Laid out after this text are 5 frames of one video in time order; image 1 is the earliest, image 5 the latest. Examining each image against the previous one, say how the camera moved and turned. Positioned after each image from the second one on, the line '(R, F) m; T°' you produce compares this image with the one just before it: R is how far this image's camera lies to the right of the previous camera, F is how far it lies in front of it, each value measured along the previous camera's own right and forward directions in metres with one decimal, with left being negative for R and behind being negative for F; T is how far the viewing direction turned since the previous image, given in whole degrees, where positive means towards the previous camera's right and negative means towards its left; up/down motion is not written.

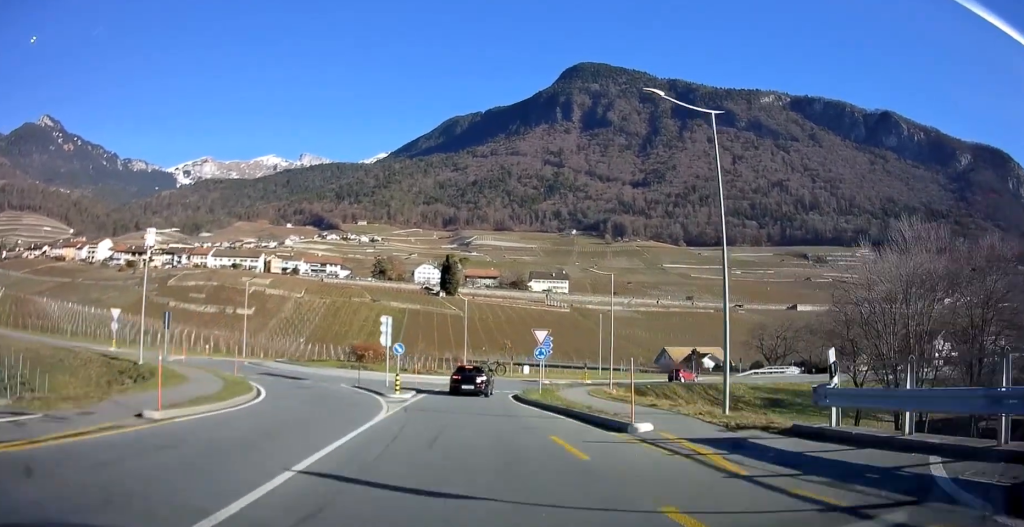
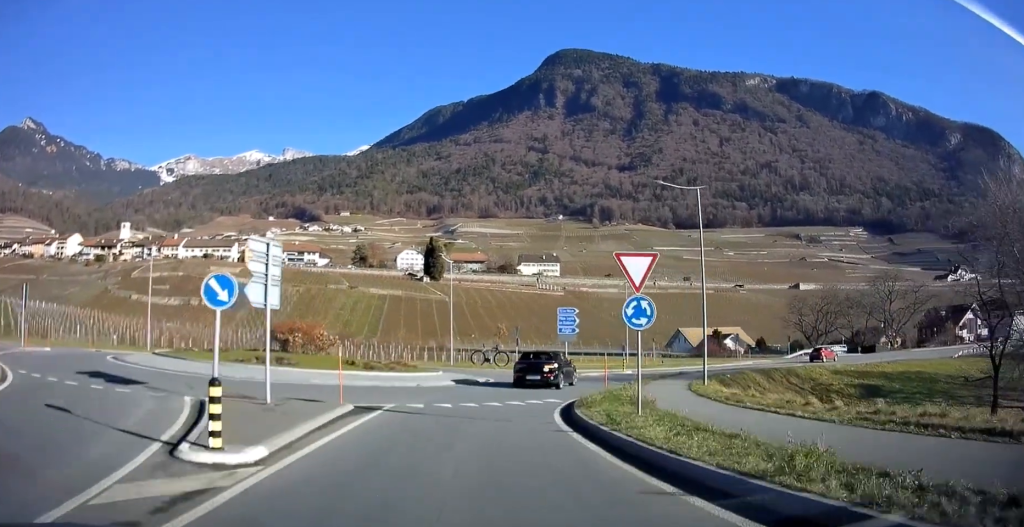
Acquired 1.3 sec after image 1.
(+0.1, +18.0) m; +2°
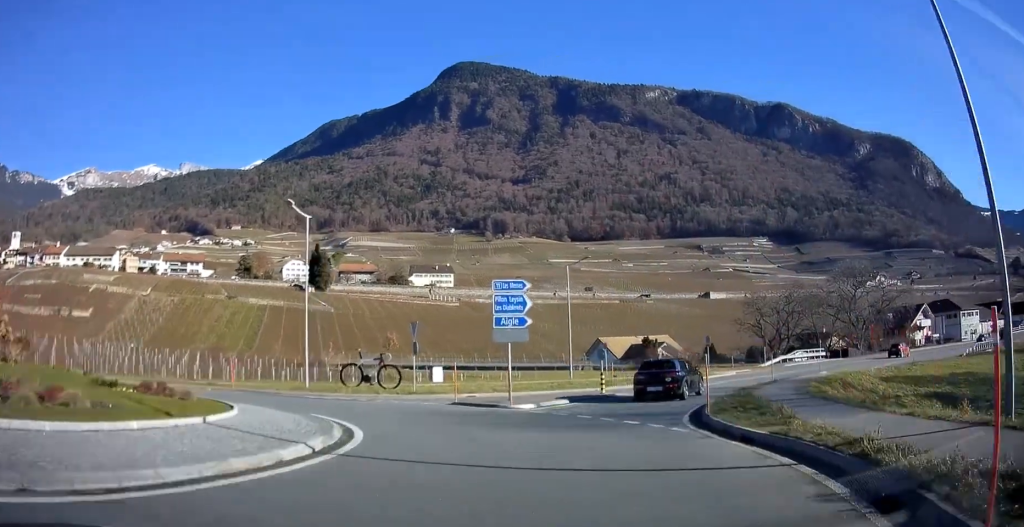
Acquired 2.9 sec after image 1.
(+1.4, +18.5) m; +10°
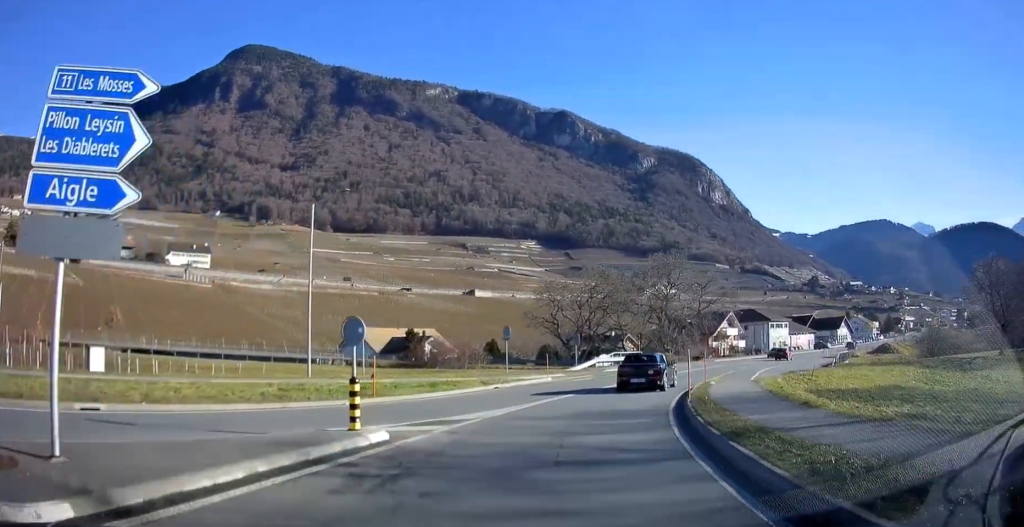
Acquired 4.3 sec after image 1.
(+1.9, +14.8) m; +20°
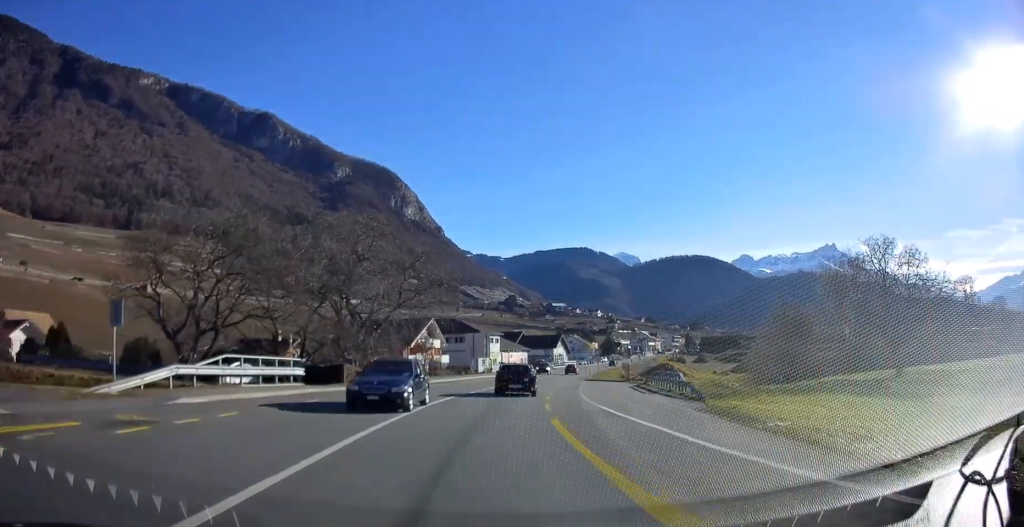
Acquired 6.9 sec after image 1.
(+8.5, +25.8) m; +30°
